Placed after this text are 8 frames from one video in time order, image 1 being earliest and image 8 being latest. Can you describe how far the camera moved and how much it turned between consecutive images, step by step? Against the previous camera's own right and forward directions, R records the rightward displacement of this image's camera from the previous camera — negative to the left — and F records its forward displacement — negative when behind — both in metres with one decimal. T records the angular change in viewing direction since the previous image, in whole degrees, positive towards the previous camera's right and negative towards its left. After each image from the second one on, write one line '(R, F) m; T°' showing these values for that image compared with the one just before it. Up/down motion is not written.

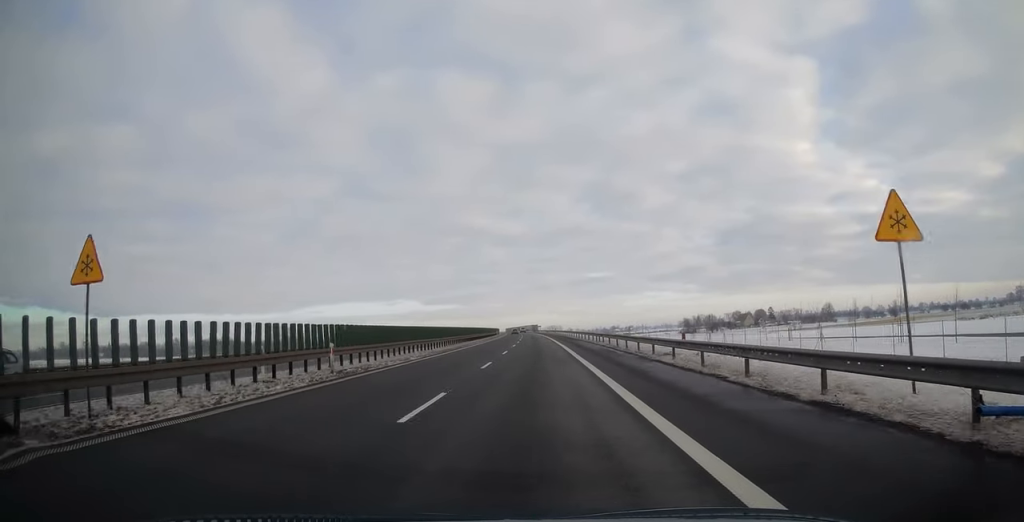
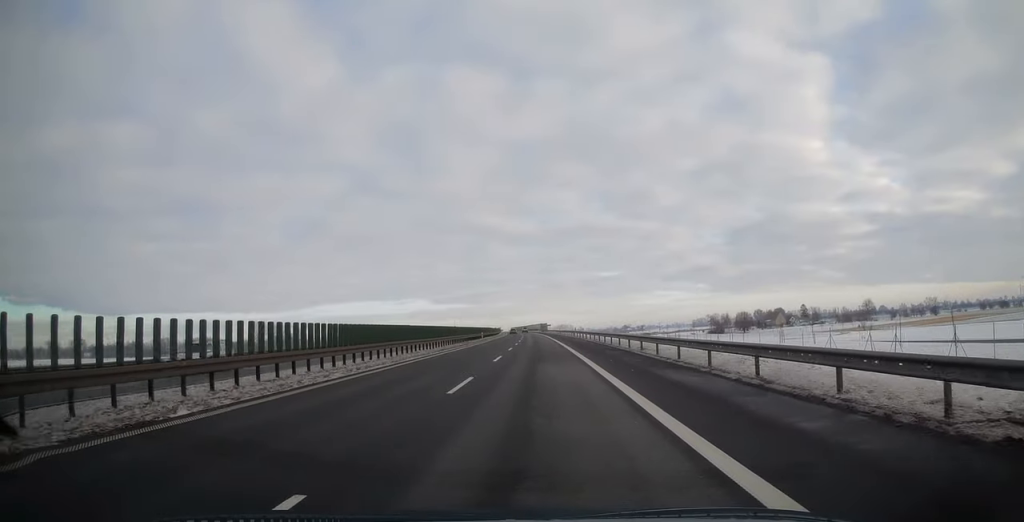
(-0.2, +43.7) m; -1°
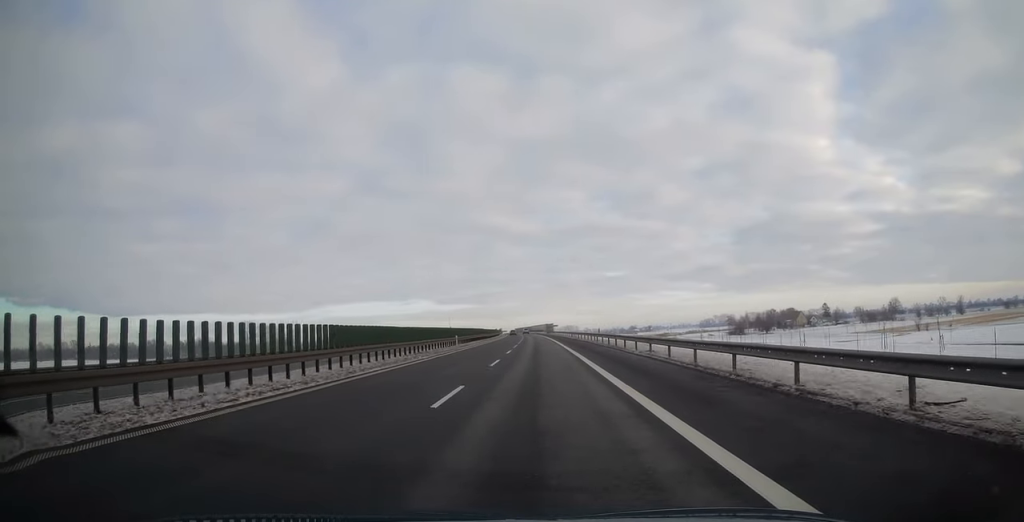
(-0.2, +25.6) m; 0°
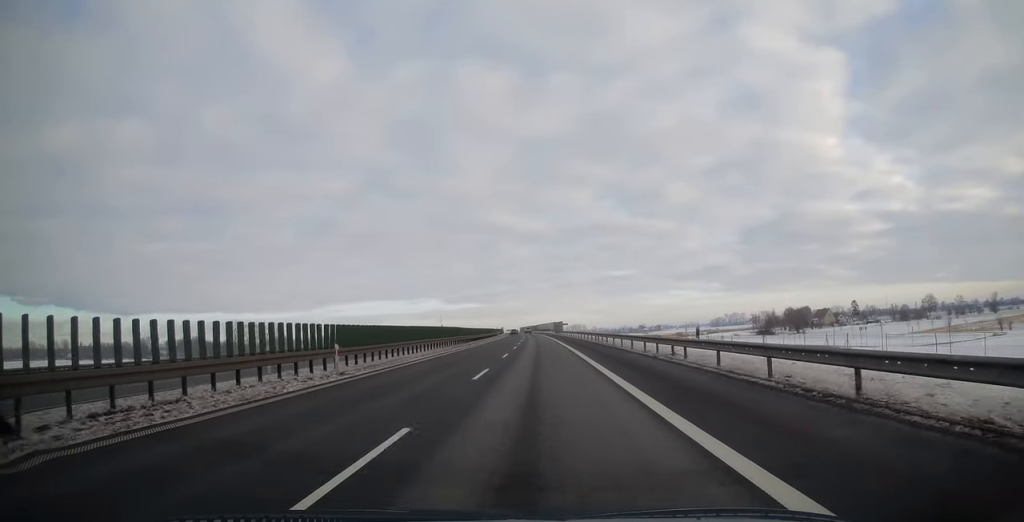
(-0.1, +29.6) m; -1°
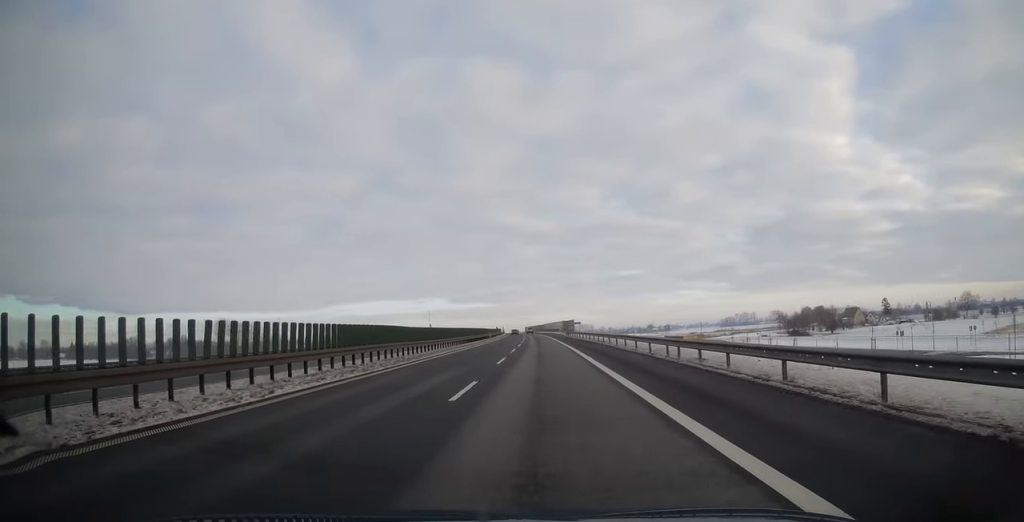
(-0.4, +27.7) m; -1°
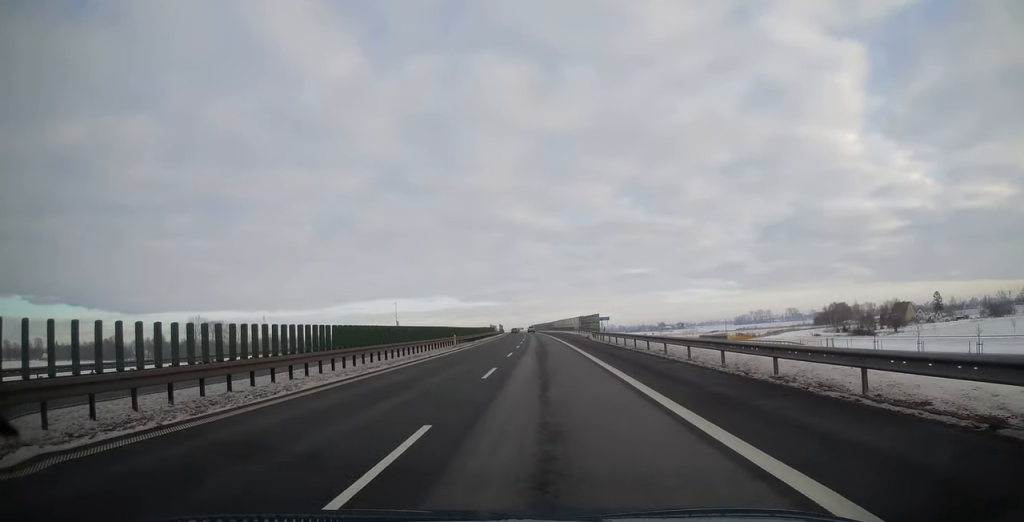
(-0.4, +41.4) m; -1°
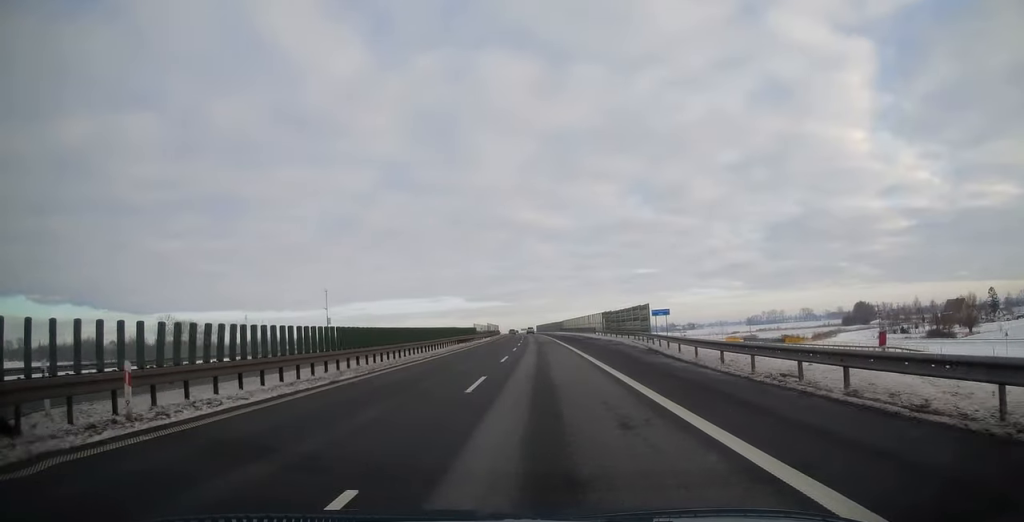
(0.0, +37.8) m; 0°
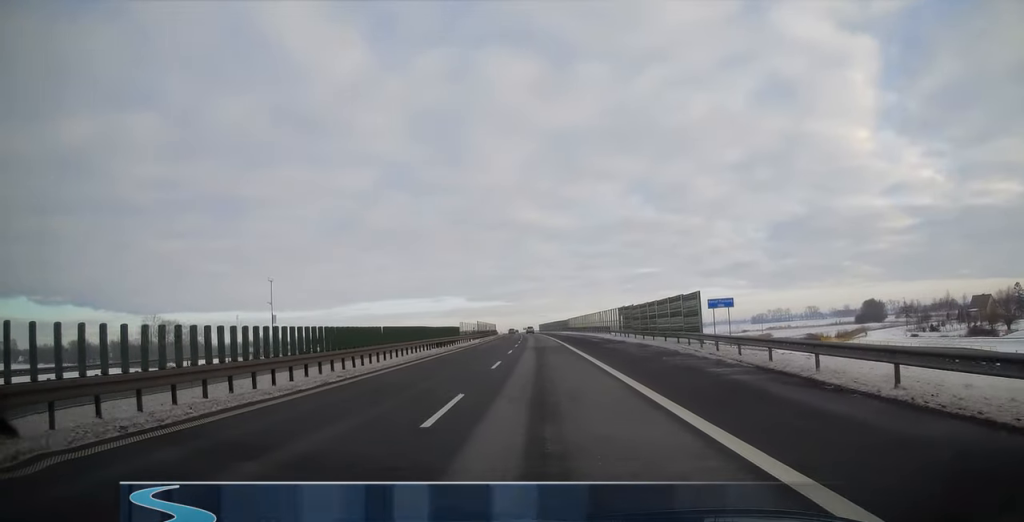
(0.0, +15.9) m; 0°
